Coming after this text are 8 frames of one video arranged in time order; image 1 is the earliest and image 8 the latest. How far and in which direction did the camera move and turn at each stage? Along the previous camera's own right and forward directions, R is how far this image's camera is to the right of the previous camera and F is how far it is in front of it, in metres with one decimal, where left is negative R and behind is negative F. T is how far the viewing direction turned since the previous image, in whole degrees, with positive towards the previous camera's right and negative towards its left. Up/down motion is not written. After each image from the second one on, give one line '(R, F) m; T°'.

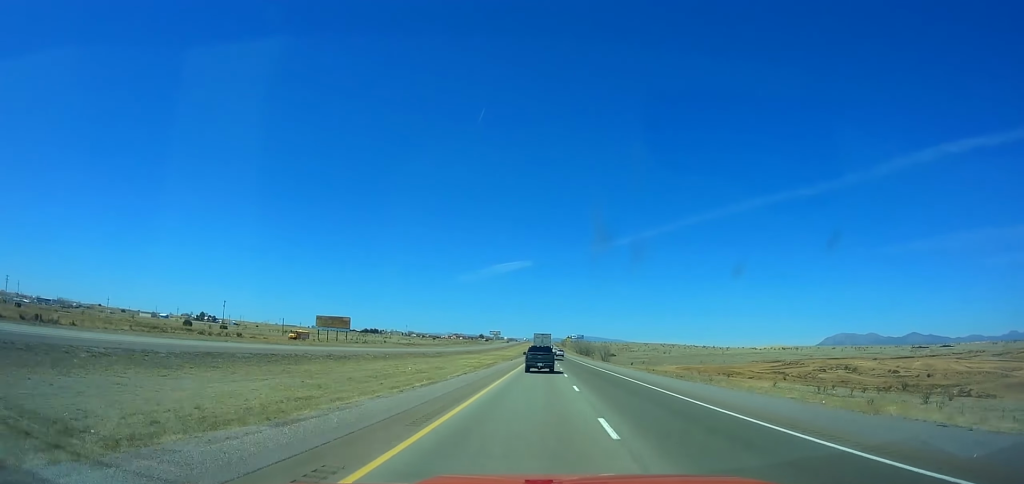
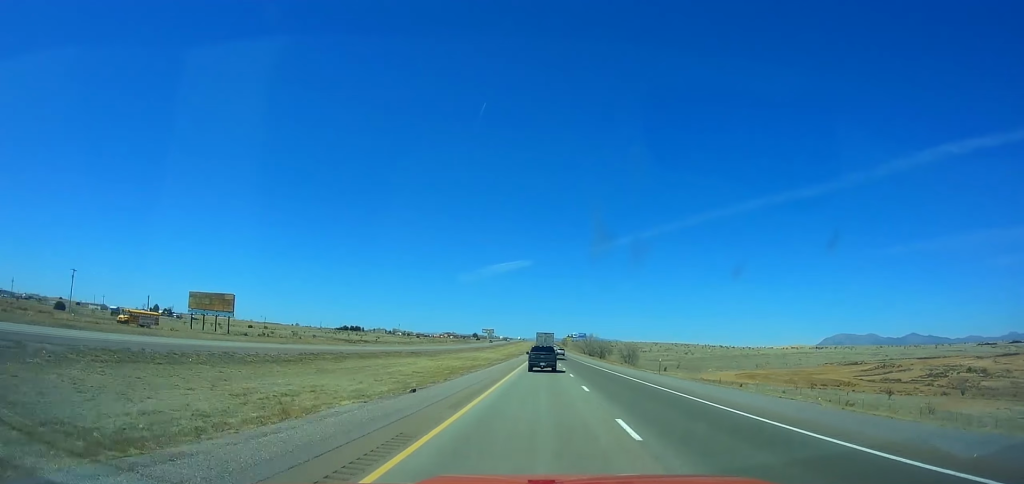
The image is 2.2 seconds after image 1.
(-0.2, +73.2) m; 0°
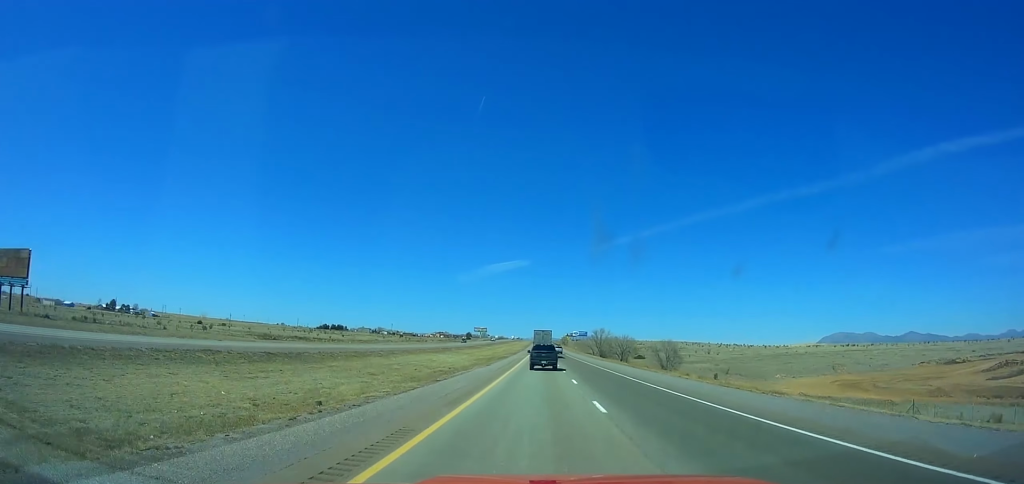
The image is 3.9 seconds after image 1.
(+0.1, +56.3) m; 0°
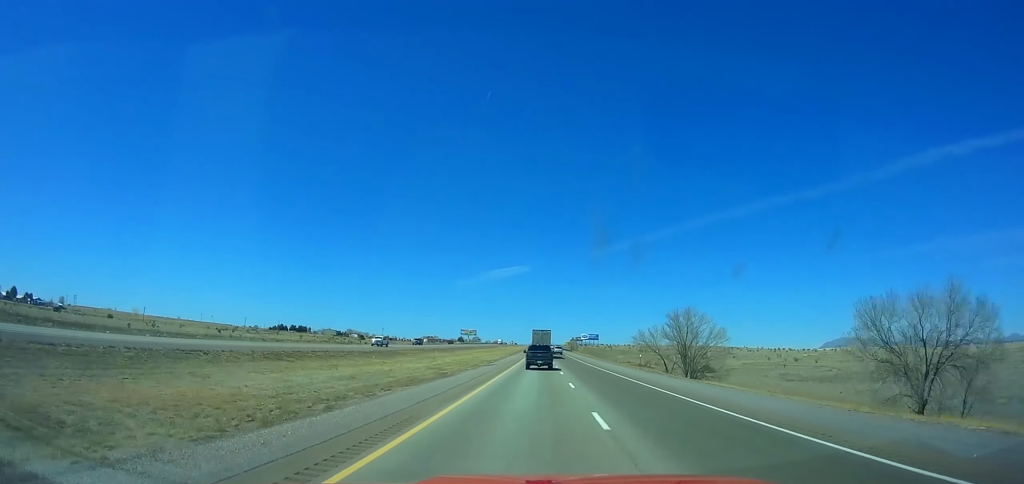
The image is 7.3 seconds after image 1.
(+0.5, +112.6) m; 0°
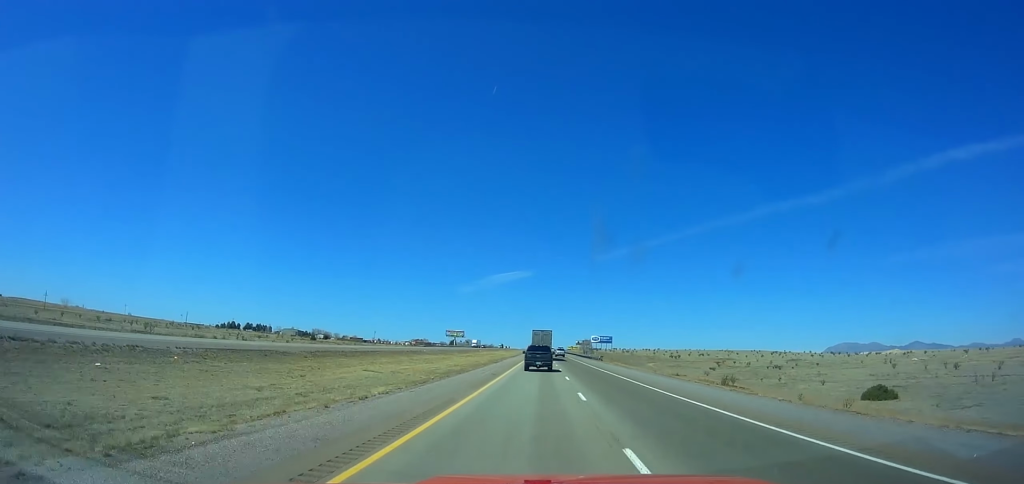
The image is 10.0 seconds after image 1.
(+0.1, +89.2) m; -1°
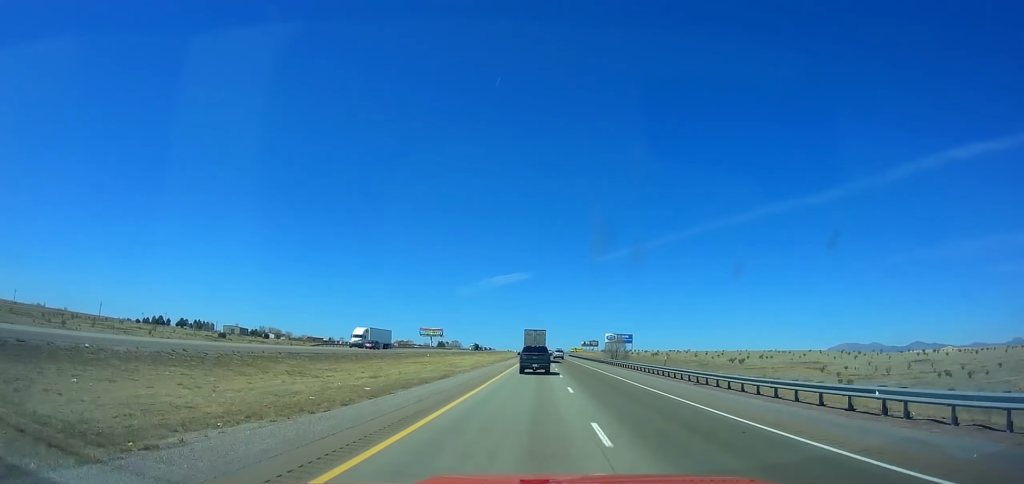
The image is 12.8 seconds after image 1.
(-0.8, +91.9) m; 0°
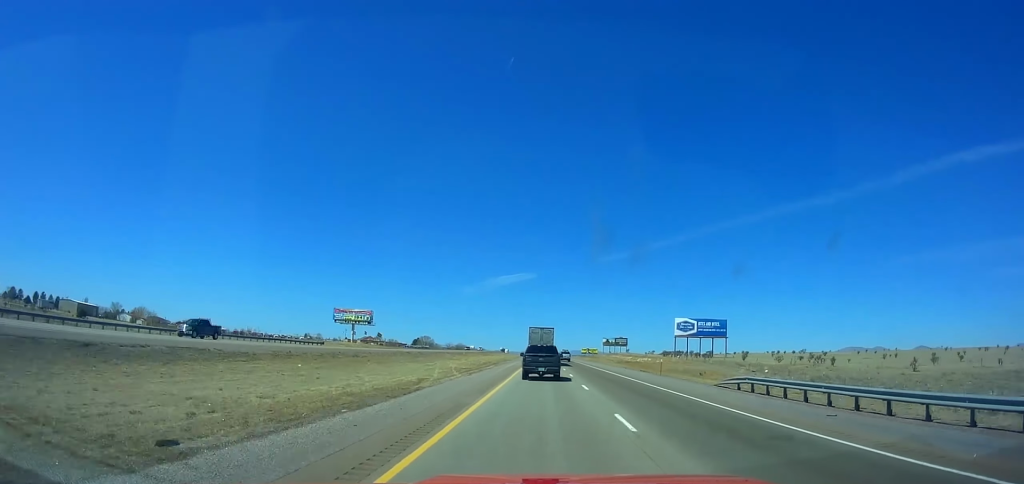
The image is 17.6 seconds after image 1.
(+1.0, +154.1) m; 0°
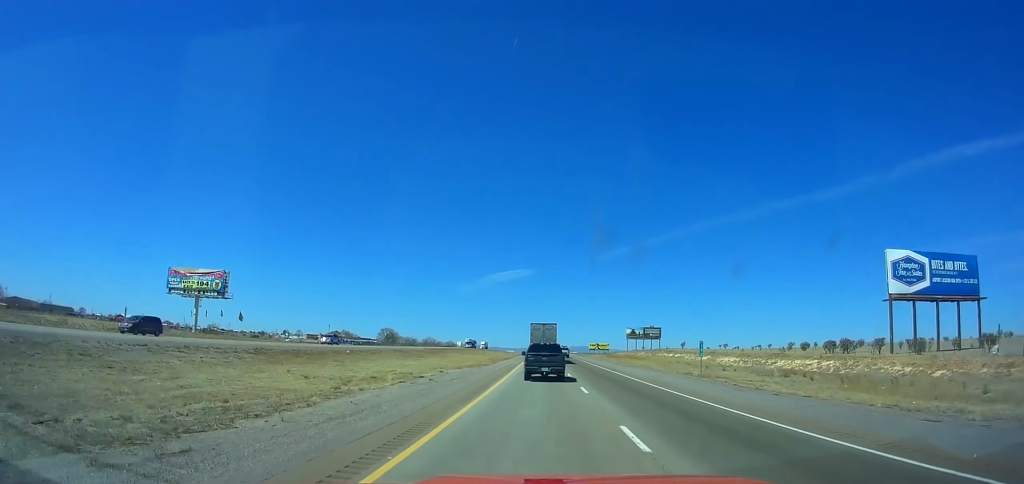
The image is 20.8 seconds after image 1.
(-0.4, +99.1) m; 0°
